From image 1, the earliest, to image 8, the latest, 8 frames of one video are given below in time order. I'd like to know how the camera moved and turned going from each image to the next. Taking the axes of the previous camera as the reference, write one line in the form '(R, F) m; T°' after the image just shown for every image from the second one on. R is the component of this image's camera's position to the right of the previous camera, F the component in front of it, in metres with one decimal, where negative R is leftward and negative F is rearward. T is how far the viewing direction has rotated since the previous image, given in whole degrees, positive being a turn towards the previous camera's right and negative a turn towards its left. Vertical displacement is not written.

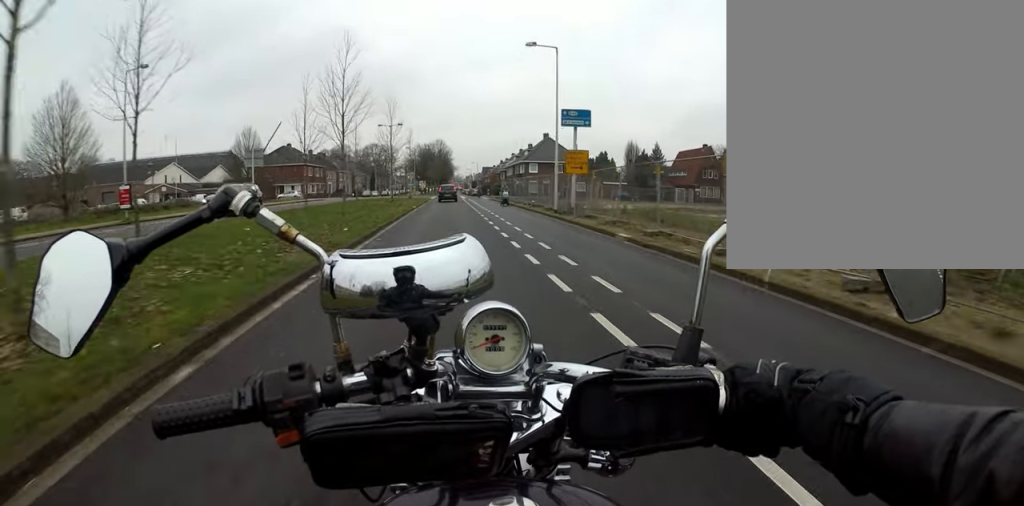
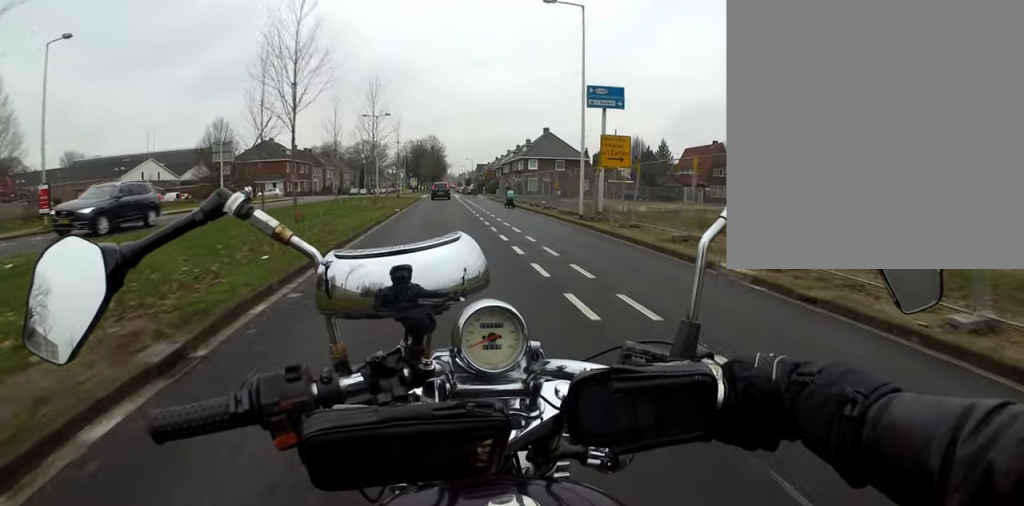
(+0.6, +5.6) m; 0°
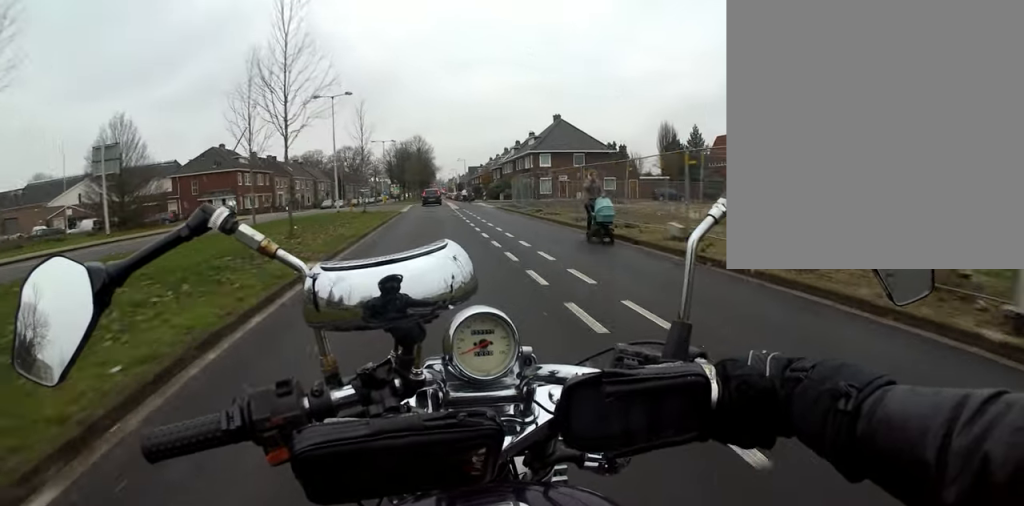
(-0.6, +14.7) m; +3°
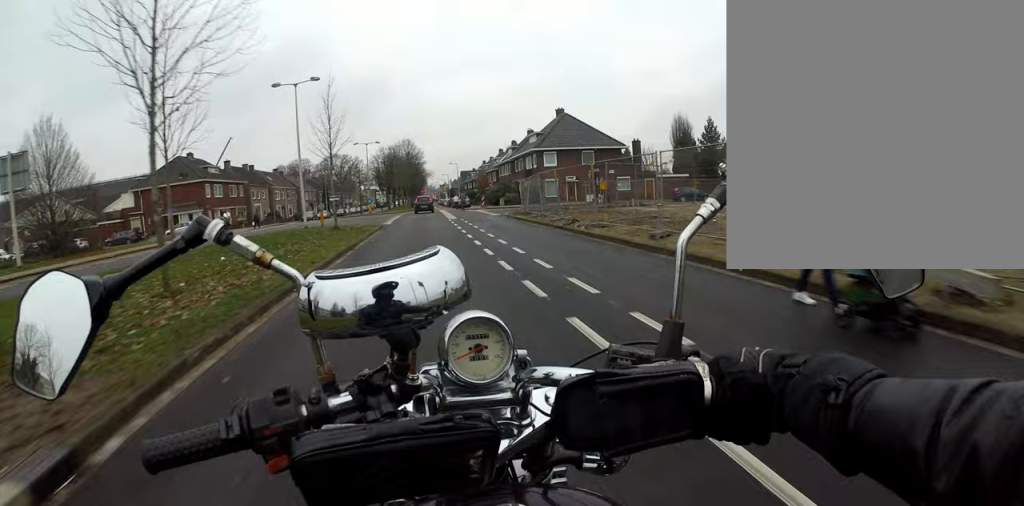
(+0.6, +6.6) m; +4°
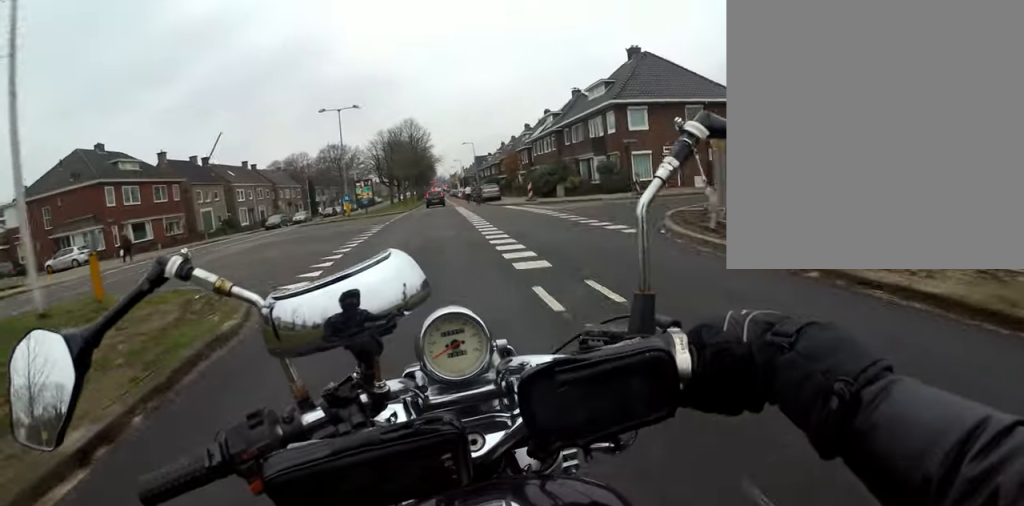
(-1.4, +19.4) m; -11°
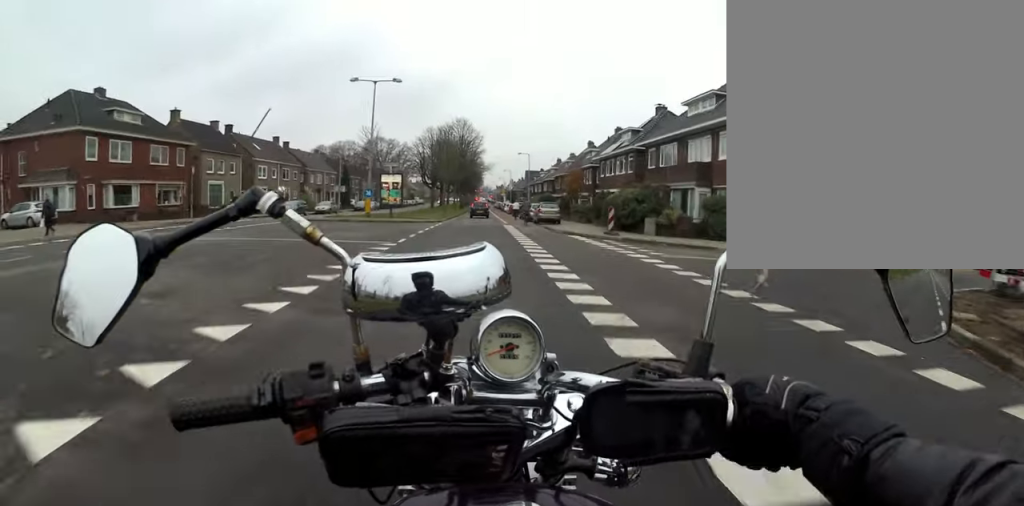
(-0.4, +7.7) m; 0°
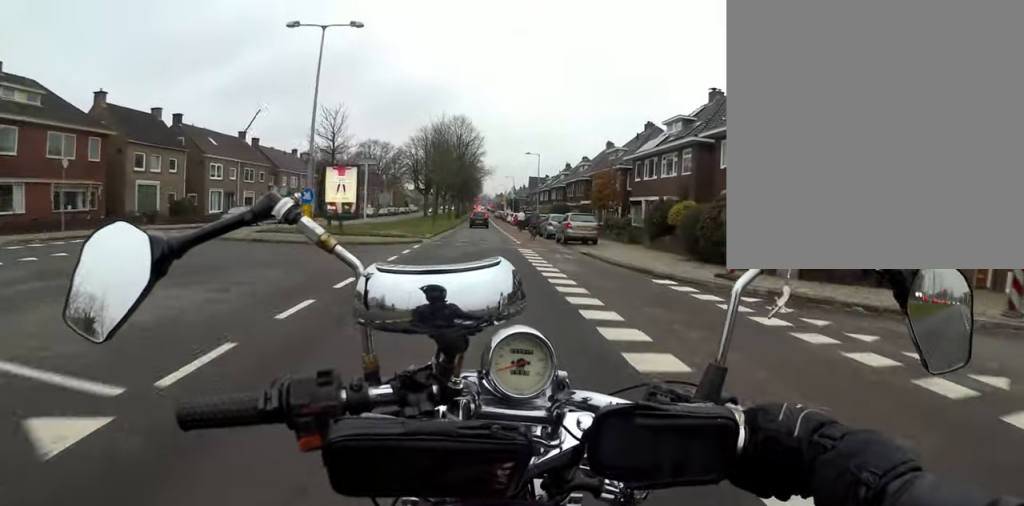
(+0.4, +9.7) m; +7°
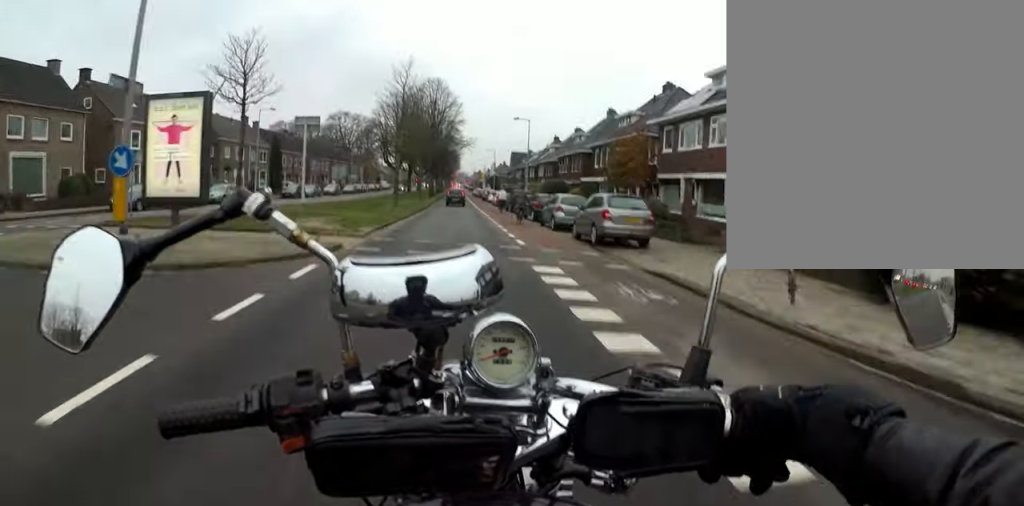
(+0.7, +8.6) m; +4°
